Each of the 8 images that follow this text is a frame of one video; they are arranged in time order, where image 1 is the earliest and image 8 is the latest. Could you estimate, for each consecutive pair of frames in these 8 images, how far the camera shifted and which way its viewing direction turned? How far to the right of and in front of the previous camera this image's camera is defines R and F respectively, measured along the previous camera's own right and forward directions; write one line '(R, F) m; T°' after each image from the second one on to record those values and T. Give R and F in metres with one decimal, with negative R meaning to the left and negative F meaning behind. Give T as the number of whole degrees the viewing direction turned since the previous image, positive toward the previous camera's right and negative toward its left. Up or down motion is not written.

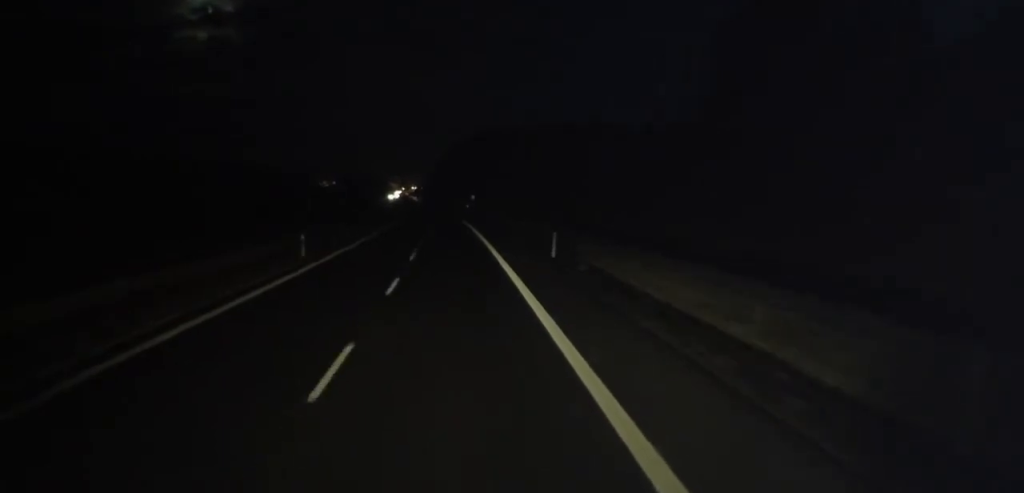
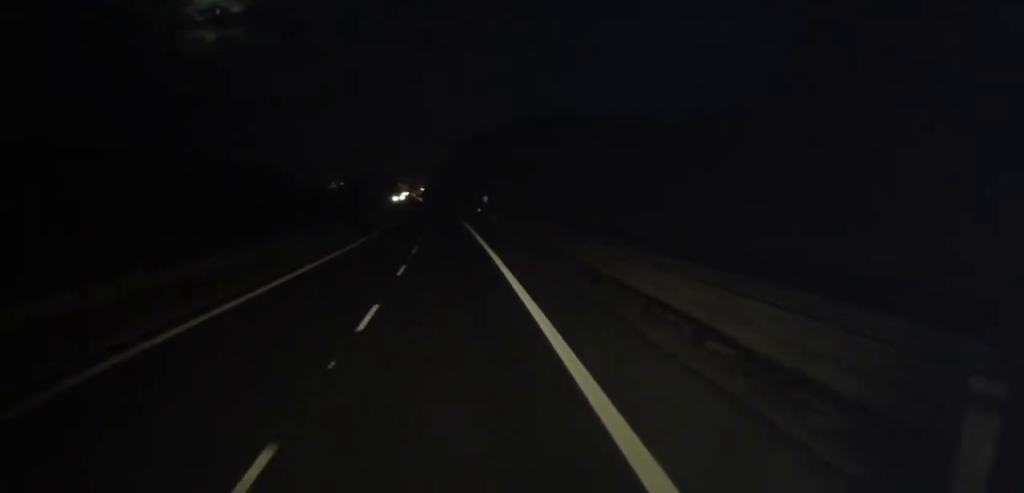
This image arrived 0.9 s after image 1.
(-0.4, +22.8) m; -1°
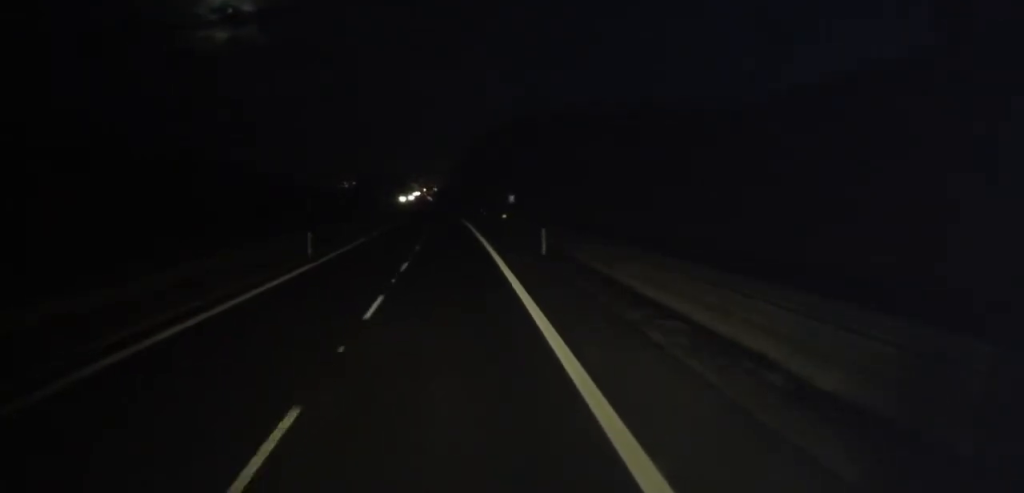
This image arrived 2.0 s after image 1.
(0.0, +26.1) m; 0°
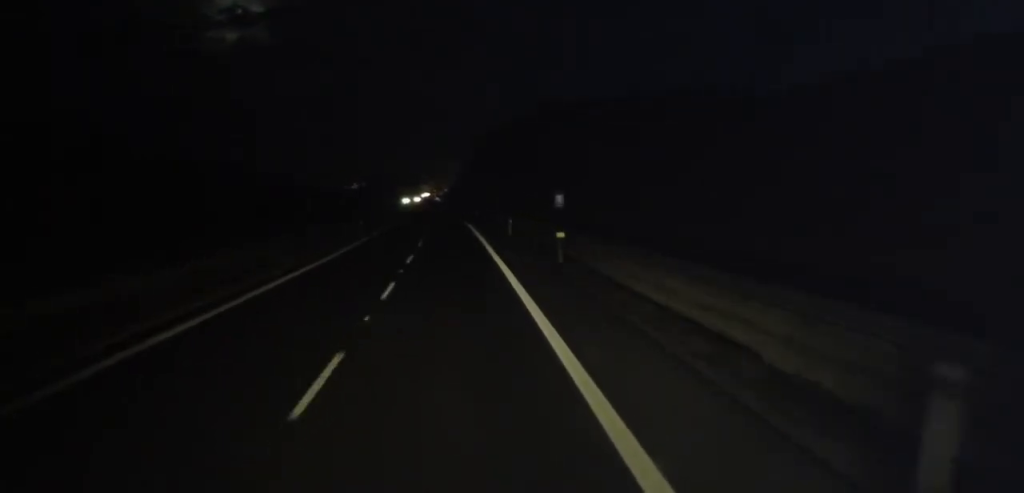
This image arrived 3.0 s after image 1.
(0.0, +24.4) m; -1°
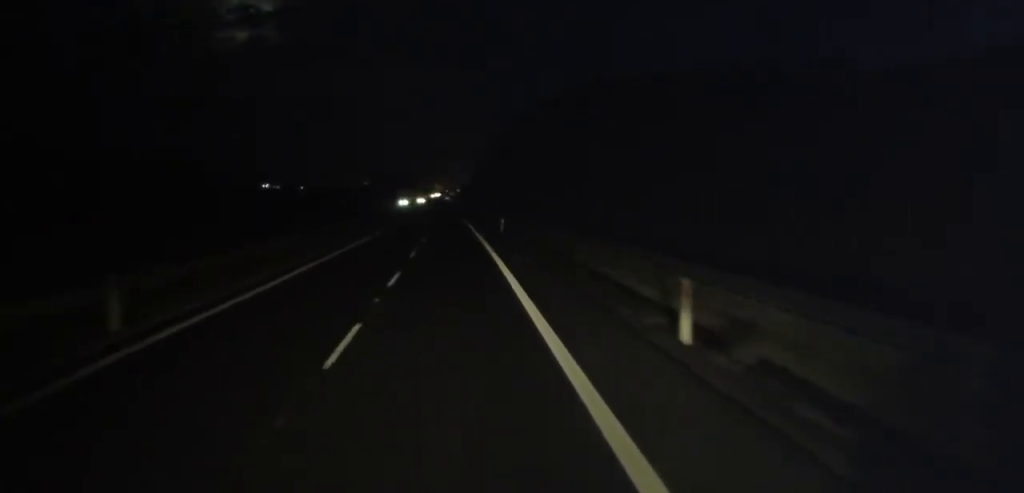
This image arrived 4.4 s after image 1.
(-0.8, +34.1) m; -2°
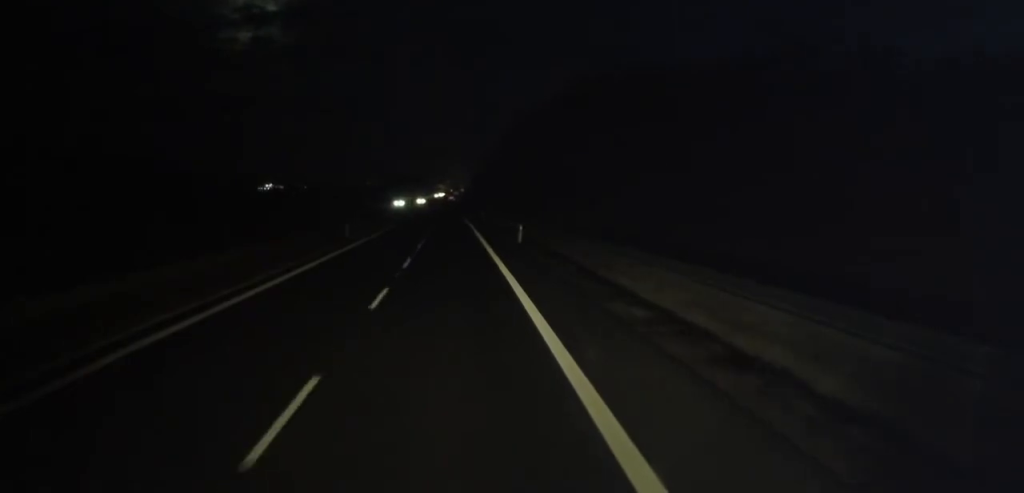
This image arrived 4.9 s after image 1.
(+0.1, +12.9) m; -1°
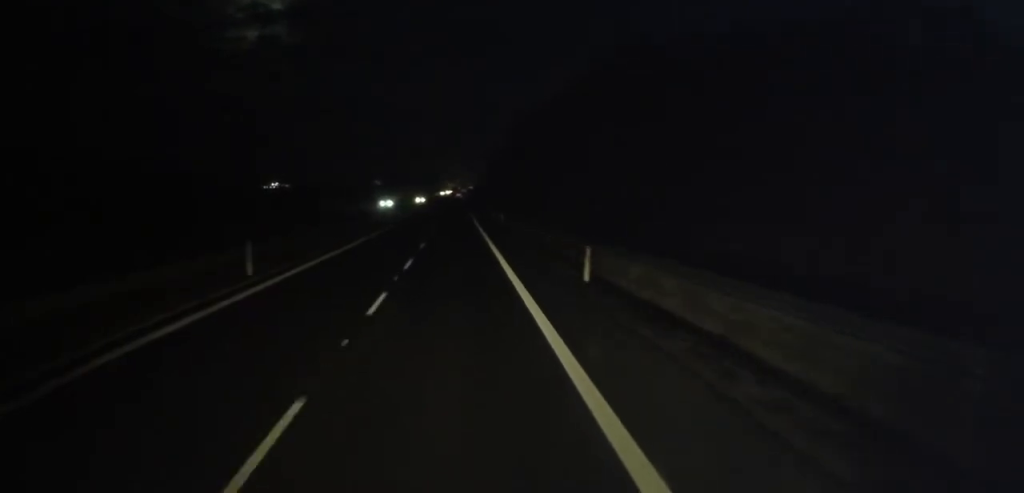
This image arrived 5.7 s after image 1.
(-0.4, +19.3) m; 0°
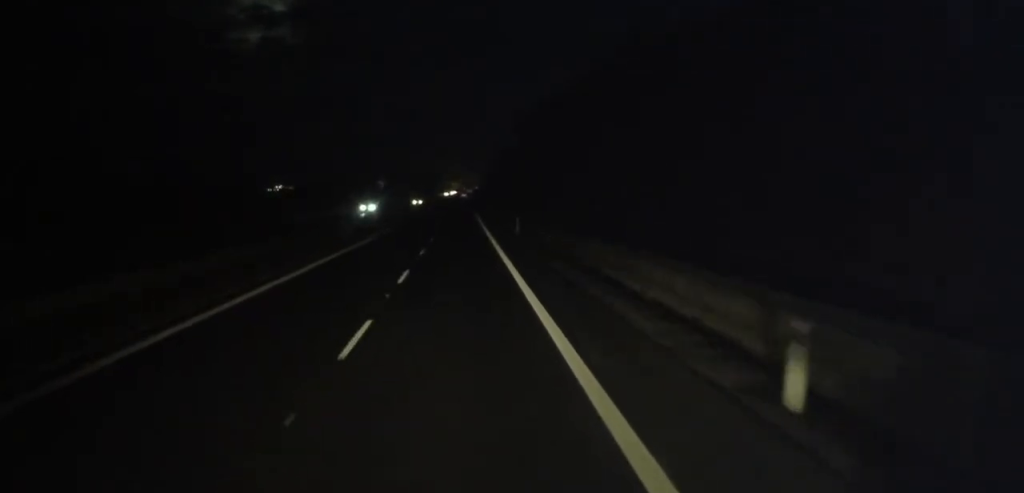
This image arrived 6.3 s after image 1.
(+0.1, +12.8) m; 0°
